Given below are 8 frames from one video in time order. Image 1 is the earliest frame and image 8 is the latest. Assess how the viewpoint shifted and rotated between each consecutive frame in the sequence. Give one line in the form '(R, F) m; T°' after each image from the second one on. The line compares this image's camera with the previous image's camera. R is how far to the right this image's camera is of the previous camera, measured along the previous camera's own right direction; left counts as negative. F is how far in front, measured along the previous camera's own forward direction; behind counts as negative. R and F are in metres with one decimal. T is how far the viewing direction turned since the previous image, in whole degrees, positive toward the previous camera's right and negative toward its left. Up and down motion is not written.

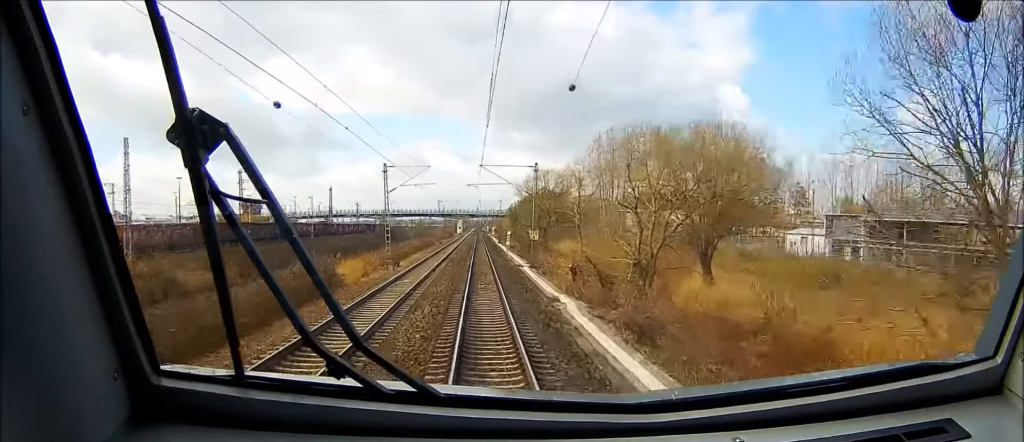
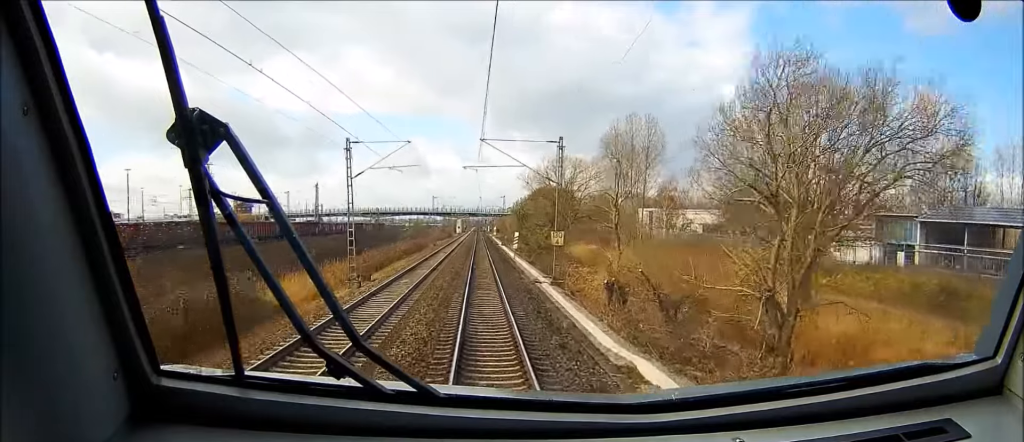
(+0.1, +15.4) m; 0°
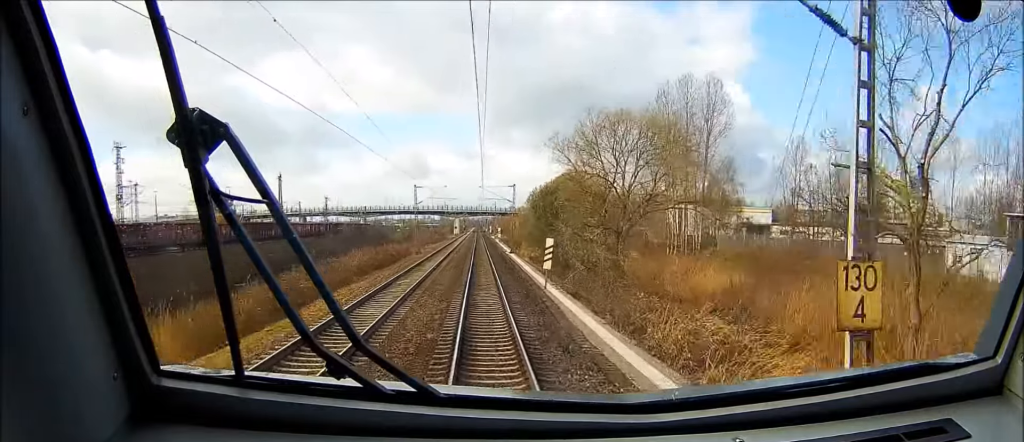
(0.0, +31.3) m; 0°
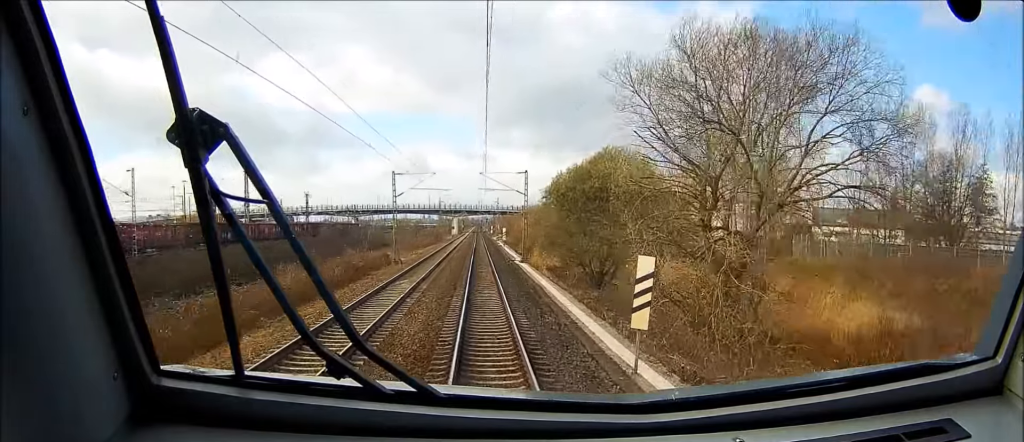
(0.0, +20.2) m; +1°
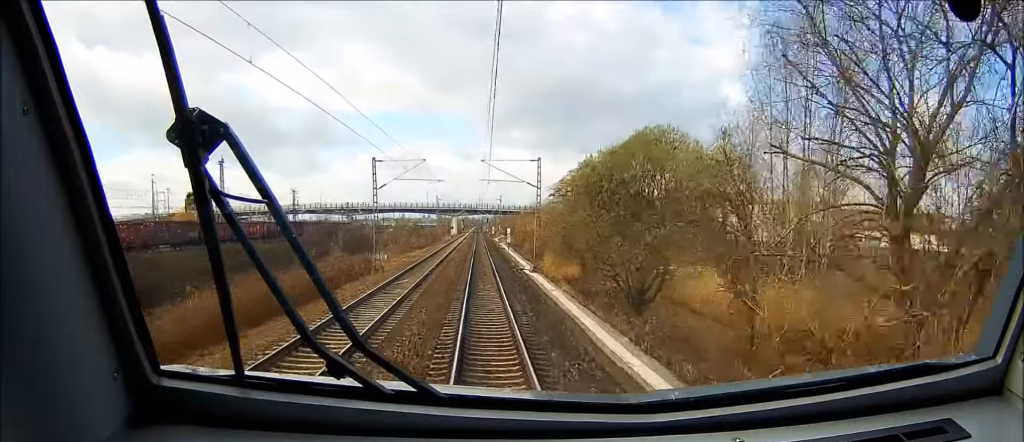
(+0.1, +11.5) m; +1°
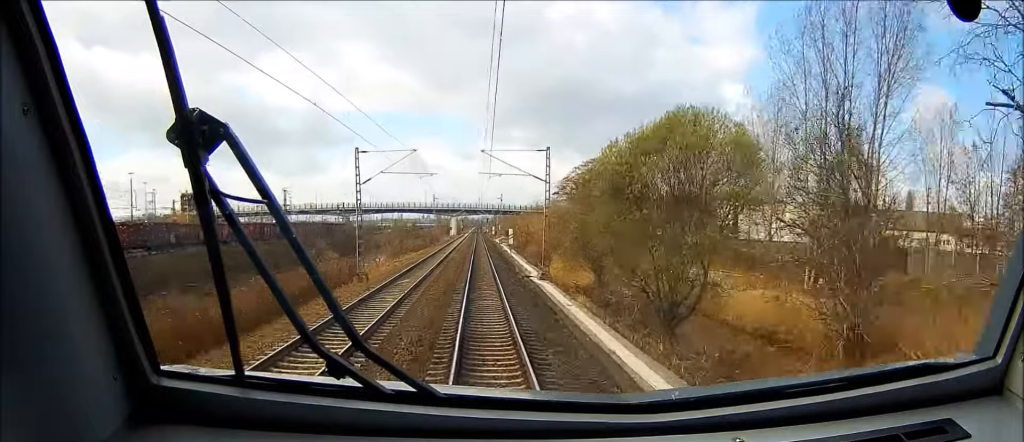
(+0.1, +7.2) m; +1°
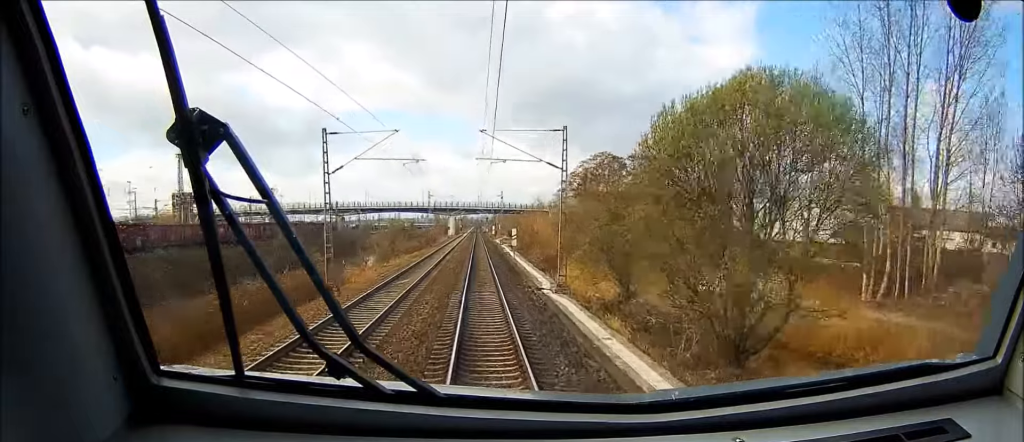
(+0.1, +8.3) m; +1°
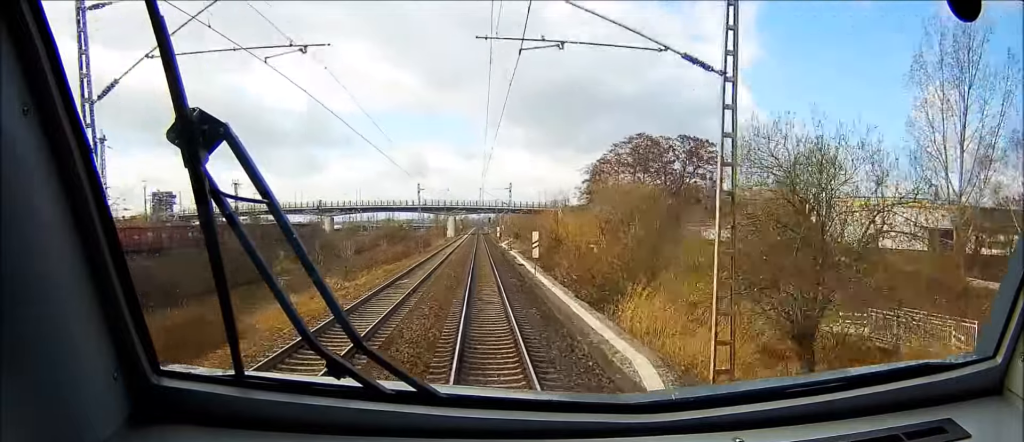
(+0.1, +22.1) m; 0°
